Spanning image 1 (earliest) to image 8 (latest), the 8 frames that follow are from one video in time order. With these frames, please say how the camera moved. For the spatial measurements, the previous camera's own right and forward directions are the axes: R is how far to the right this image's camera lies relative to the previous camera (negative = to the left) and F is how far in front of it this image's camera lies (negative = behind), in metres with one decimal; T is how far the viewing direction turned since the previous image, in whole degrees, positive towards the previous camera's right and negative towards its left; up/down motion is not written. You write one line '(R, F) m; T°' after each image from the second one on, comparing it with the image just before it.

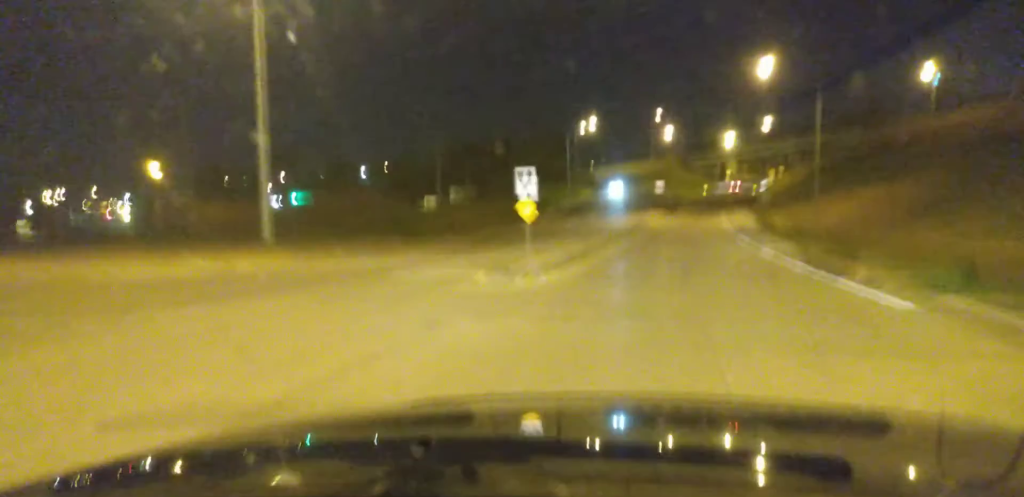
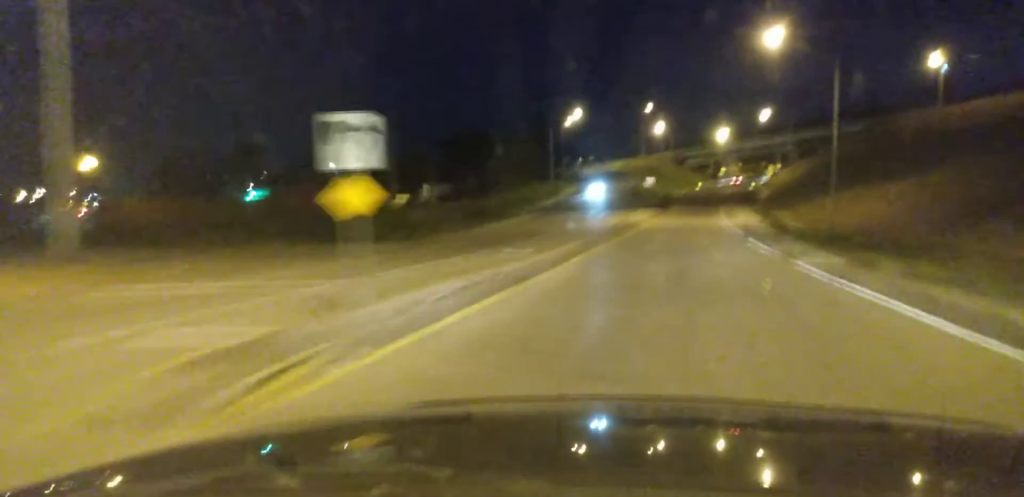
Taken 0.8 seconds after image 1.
(+0.1, +13.2) m; +1°
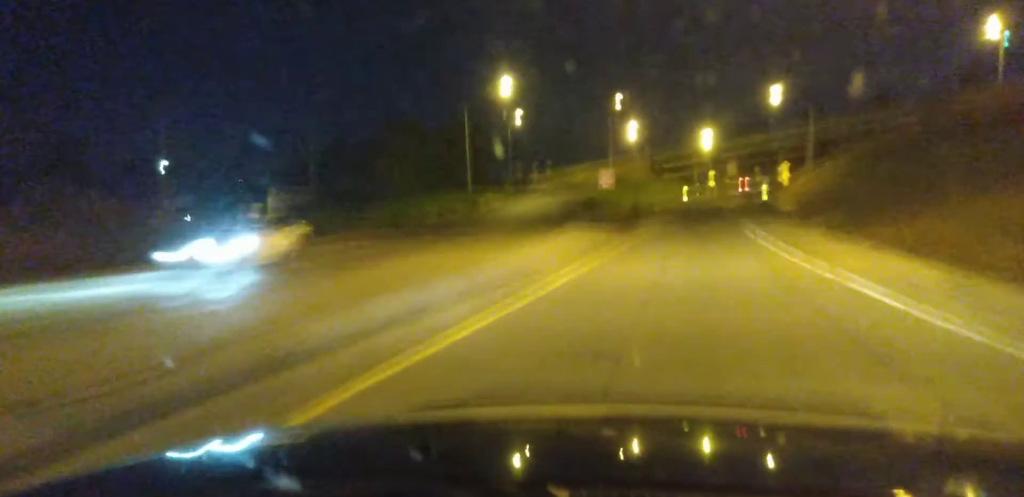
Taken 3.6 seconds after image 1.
(+1.0, +47.8) m; +3°
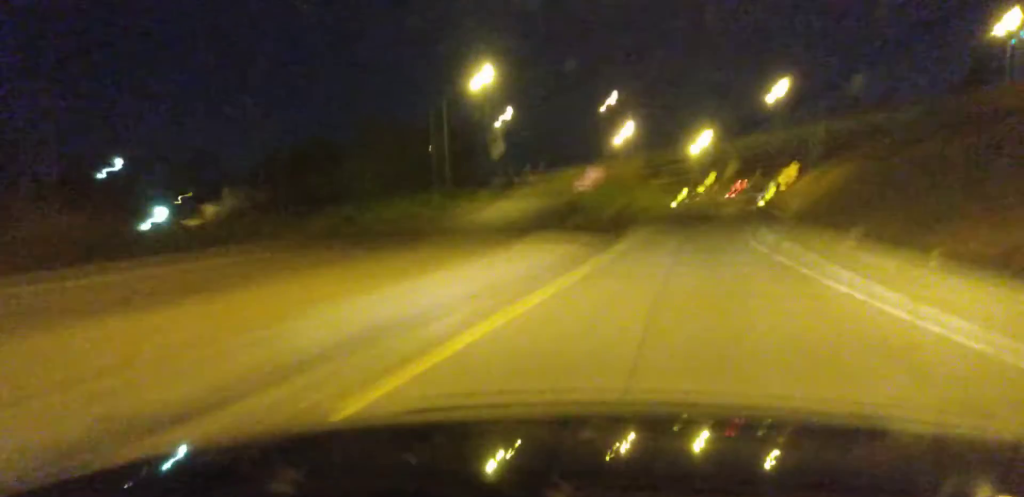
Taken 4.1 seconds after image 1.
(+0.1, +8.3) m; +1°
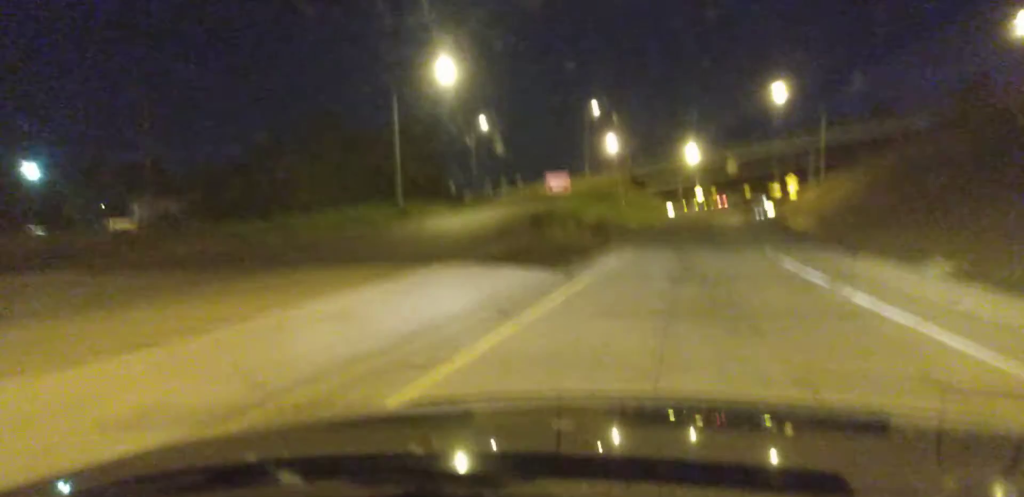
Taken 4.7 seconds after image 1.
(+0.1, +12.1) m; 0°
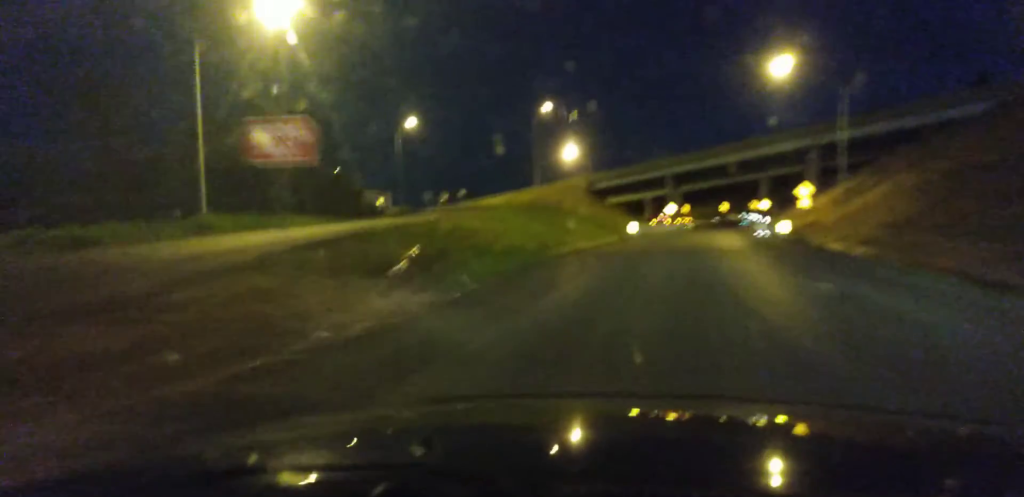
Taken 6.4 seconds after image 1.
(+0.2, +29.2) m; +2°
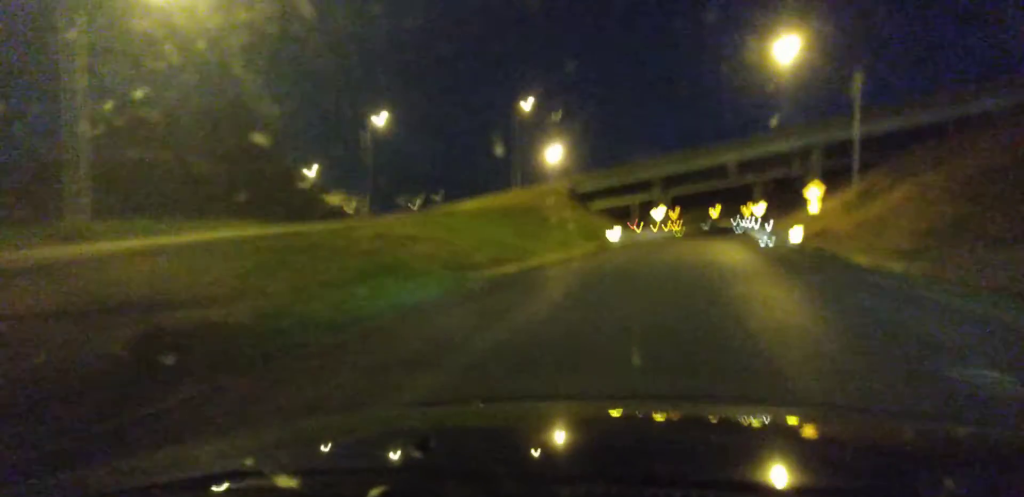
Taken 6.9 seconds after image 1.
(+0.3, +9.4) m; +1°
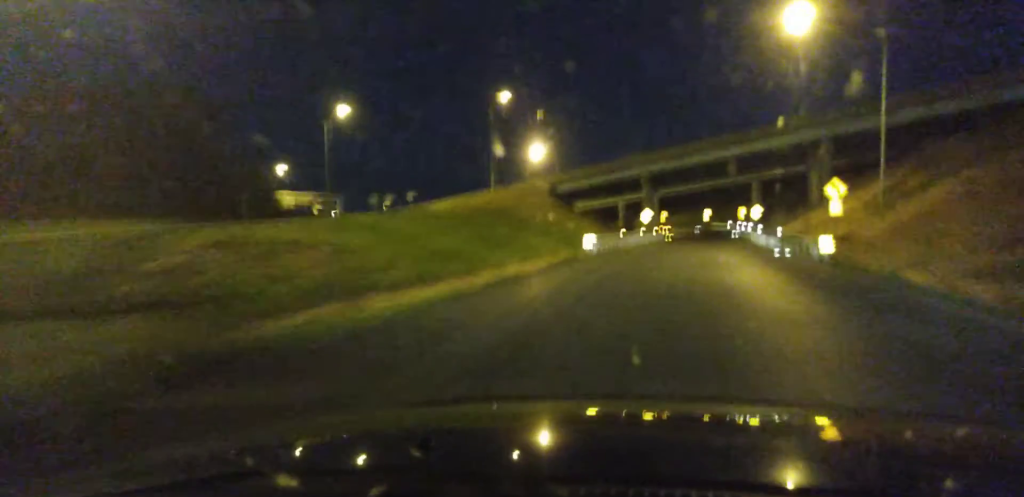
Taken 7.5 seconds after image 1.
(+0.1, +10.3) m; +1°
